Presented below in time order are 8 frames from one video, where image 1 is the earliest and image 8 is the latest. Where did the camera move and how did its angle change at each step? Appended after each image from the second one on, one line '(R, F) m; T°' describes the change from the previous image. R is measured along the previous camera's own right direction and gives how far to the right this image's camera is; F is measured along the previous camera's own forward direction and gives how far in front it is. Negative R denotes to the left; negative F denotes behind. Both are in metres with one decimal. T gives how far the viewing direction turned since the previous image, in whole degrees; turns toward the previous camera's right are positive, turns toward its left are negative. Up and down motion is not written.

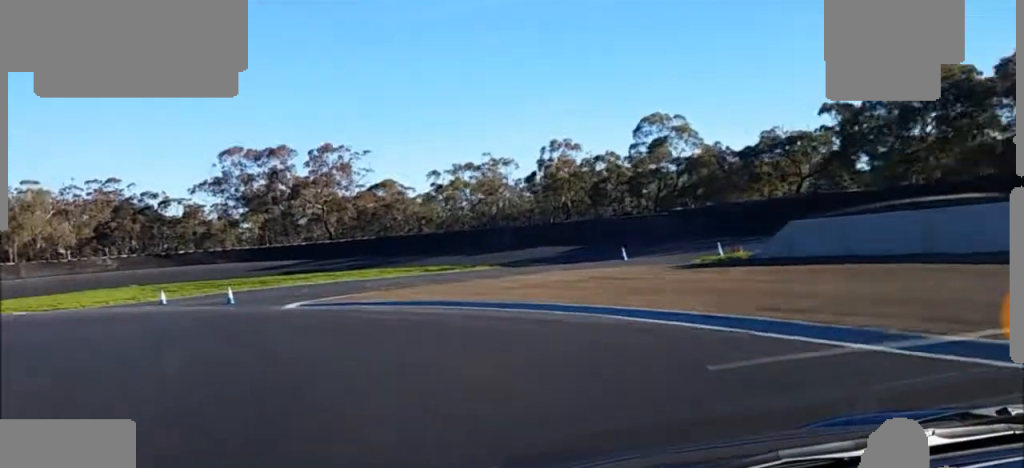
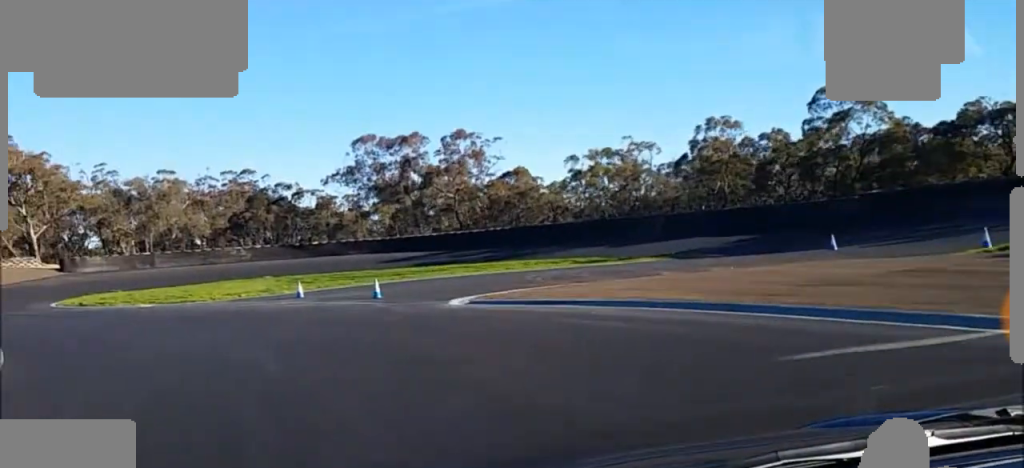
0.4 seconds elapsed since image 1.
(-0.4, +7.1) m; -6°
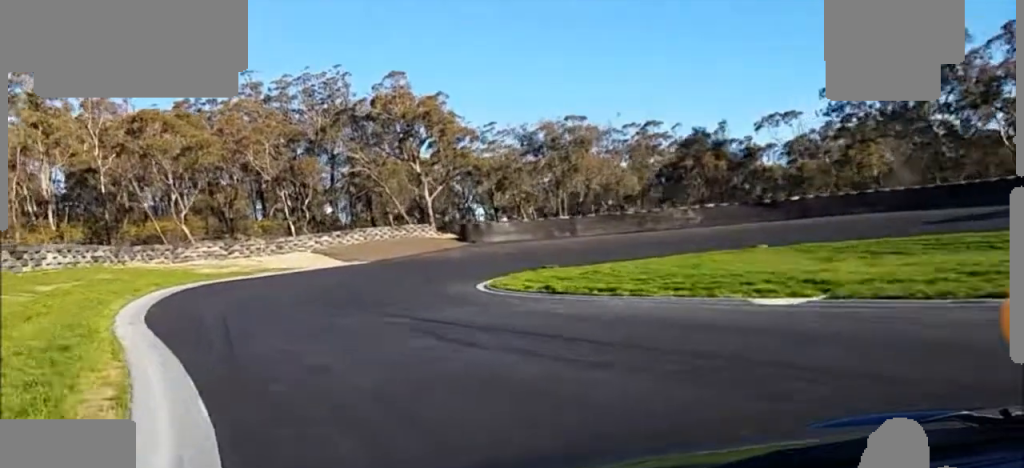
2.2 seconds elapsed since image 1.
(-7.1, +32.2) m; -31°
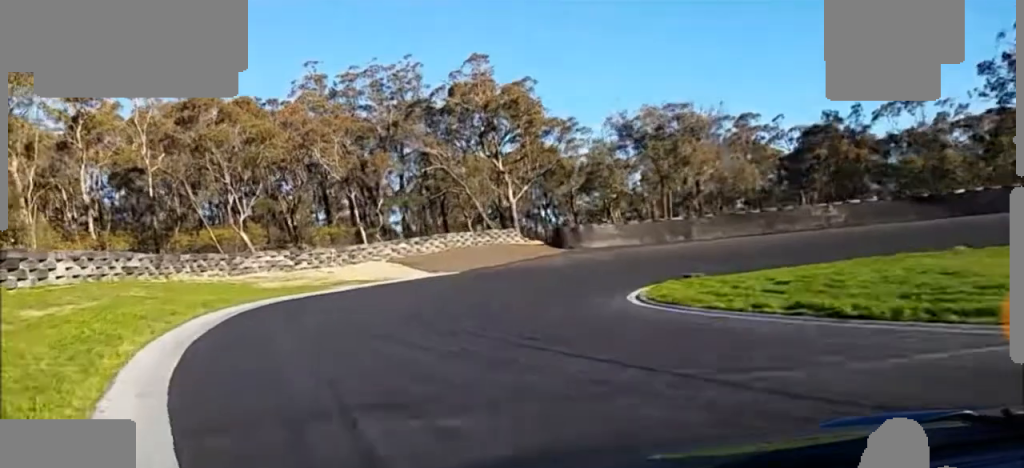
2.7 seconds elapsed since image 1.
(-1.7, +10.8) m; -5°
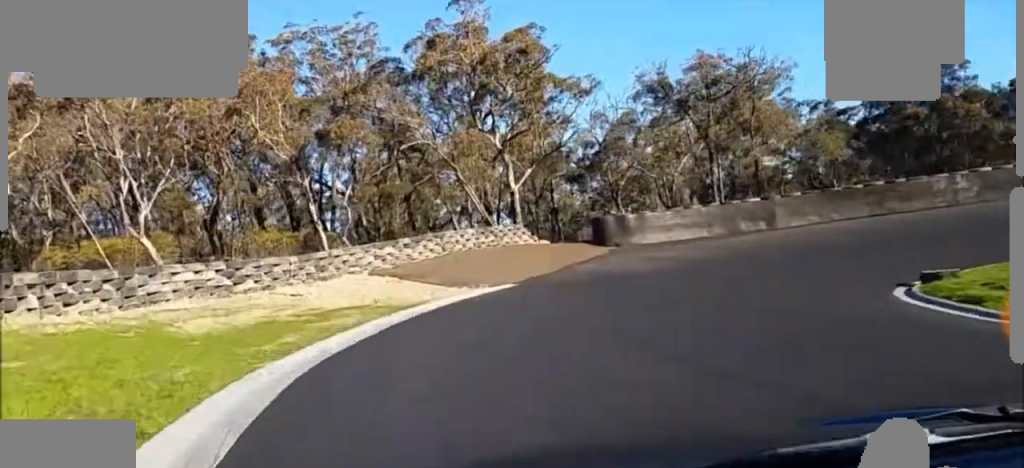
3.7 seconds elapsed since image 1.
(-1.6, +19.8) m; +2°
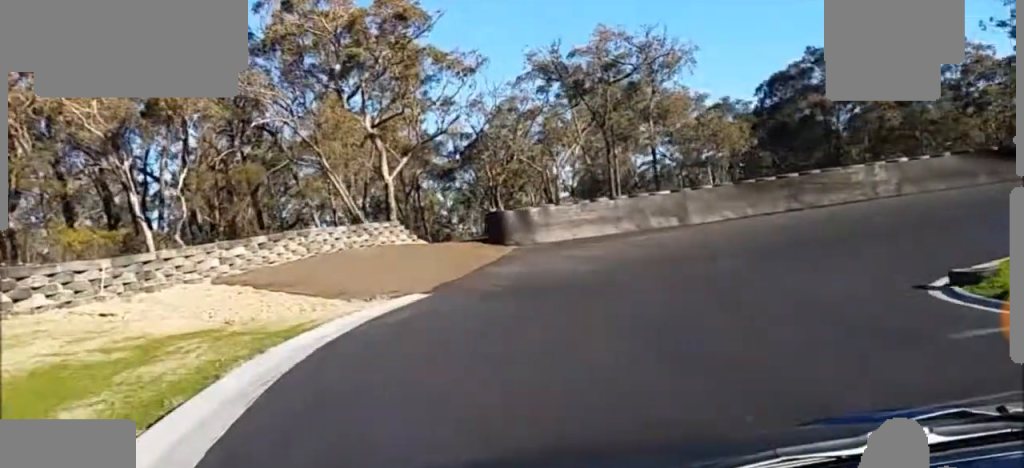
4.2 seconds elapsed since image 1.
(-1.1, +10.1) m; +8°
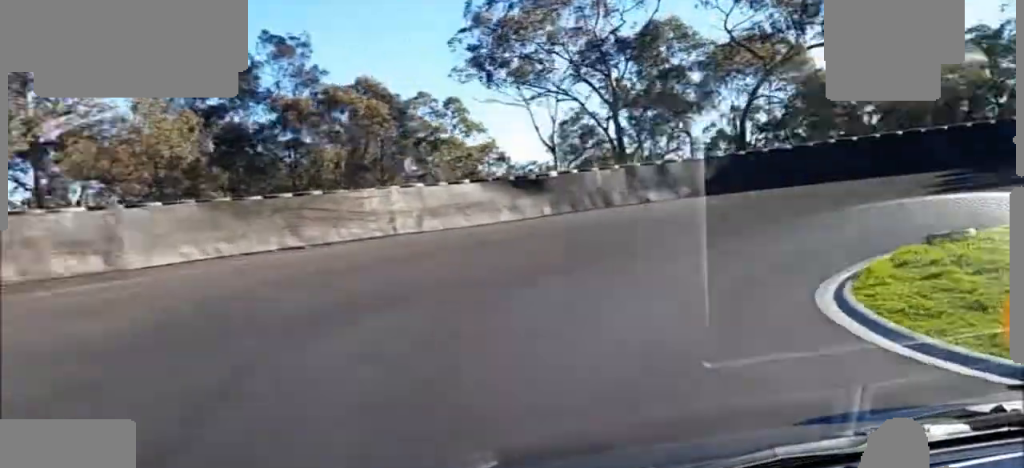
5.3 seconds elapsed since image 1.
(+5.9, +10.0) m; +54°
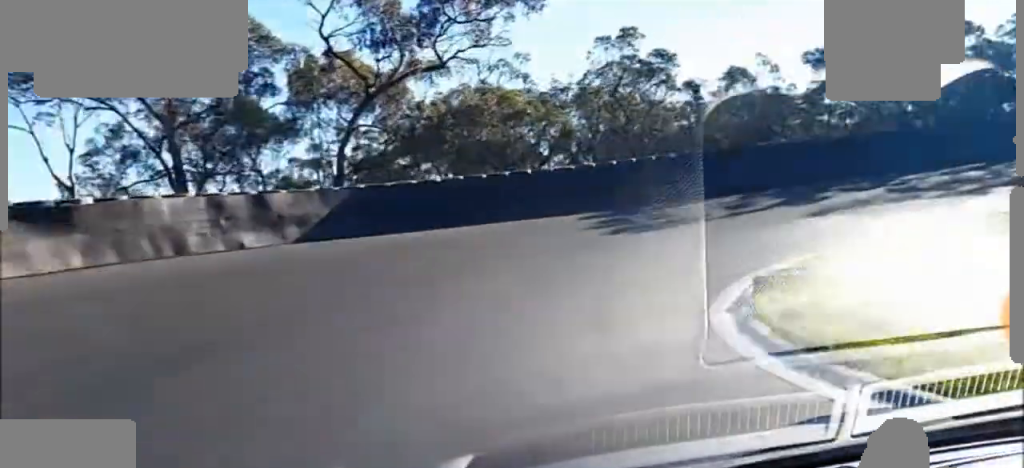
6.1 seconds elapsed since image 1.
(+3.2, +9.2) m; +17°
